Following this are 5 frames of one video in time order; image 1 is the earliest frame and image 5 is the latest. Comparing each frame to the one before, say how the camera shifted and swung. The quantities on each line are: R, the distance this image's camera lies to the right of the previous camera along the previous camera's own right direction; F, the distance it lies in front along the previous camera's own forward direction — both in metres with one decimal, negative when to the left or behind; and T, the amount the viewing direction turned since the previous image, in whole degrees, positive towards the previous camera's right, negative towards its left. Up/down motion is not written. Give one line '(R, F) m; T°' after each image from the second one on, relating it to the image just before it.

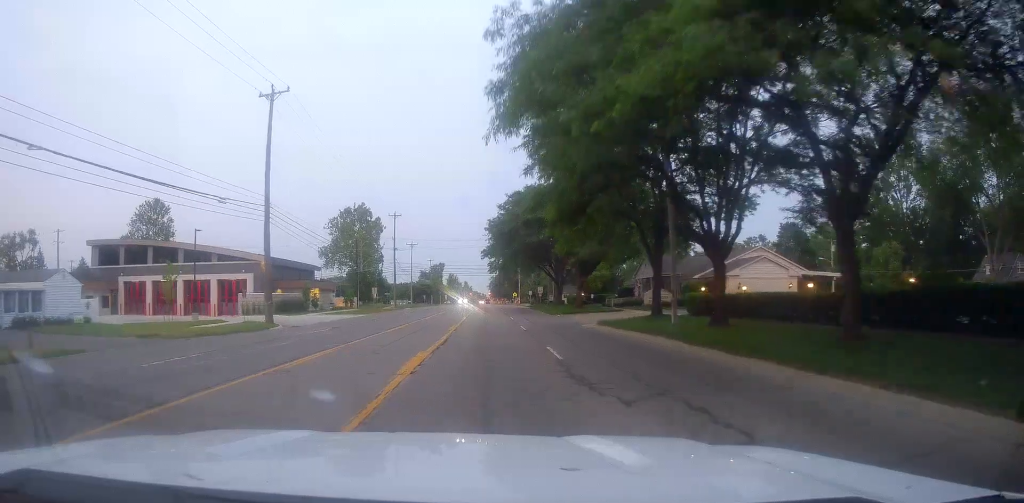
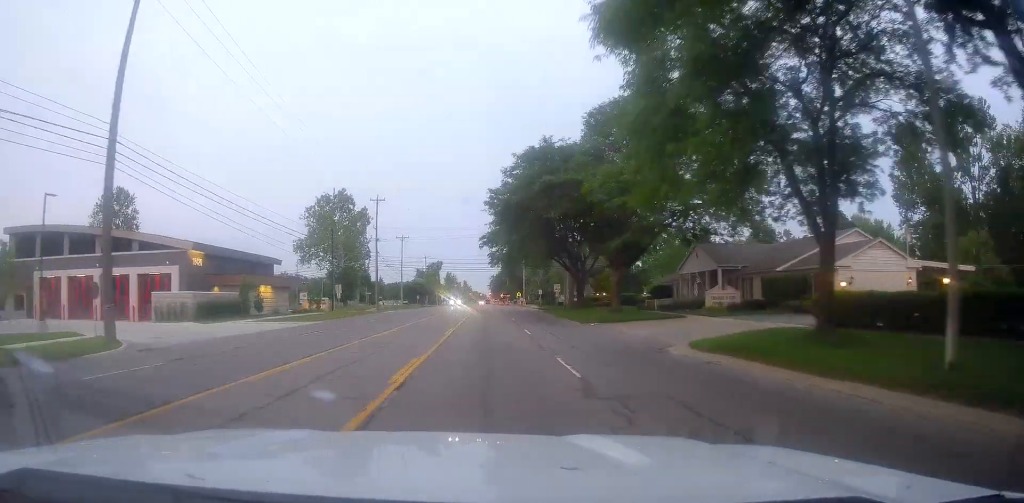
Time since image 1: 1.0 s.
(+0.5, +18.5) m; +1°
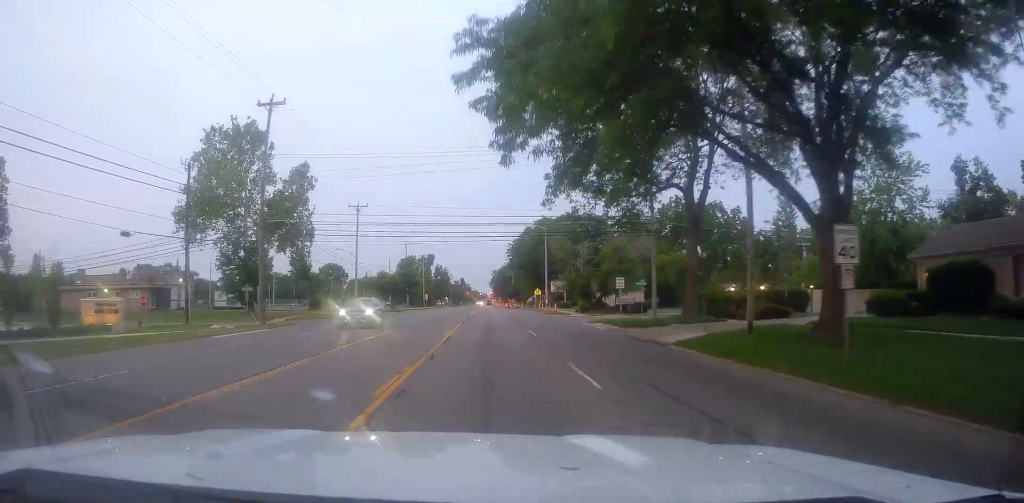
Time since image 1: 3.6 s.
(+0.4, +48.1) m; 0°
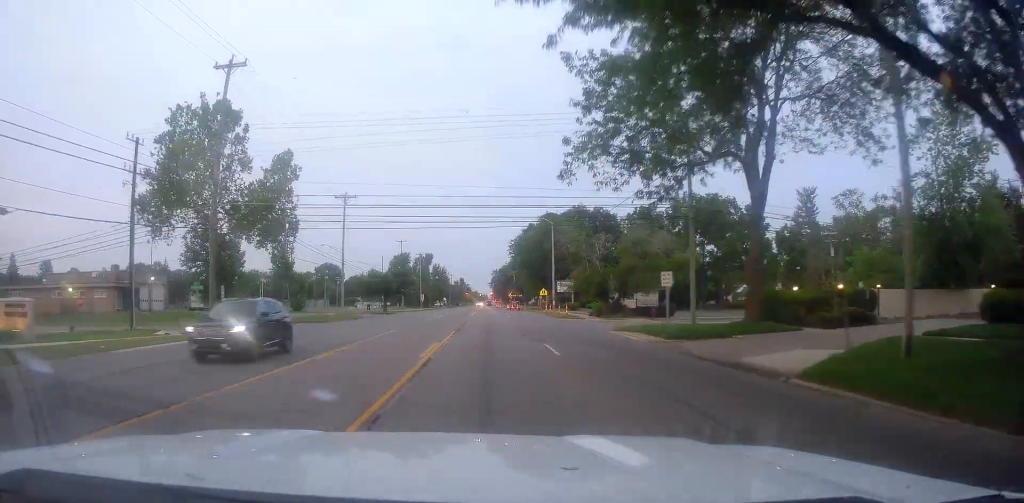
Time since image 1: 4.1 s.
(+0.2, +8.5) m; -1°
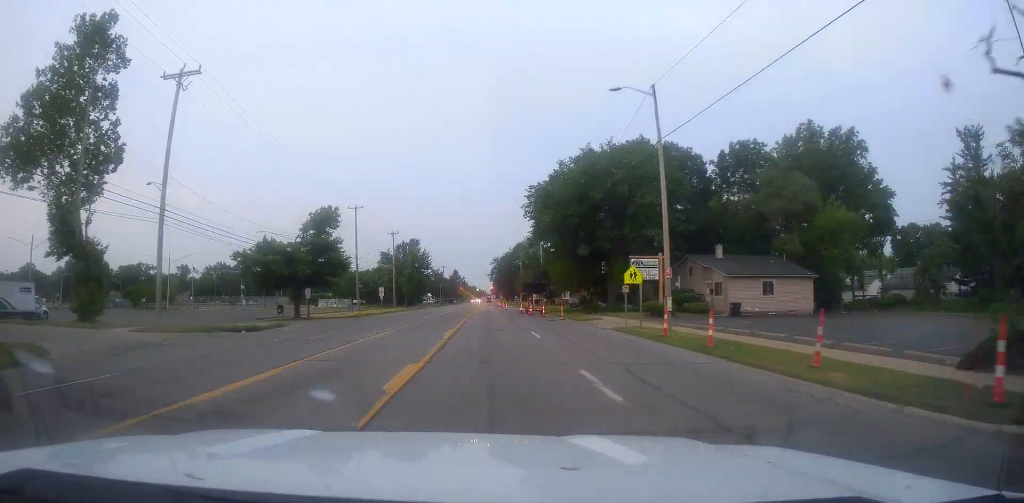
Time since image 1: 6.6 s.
(-0.4, +45.6) m; 0°
